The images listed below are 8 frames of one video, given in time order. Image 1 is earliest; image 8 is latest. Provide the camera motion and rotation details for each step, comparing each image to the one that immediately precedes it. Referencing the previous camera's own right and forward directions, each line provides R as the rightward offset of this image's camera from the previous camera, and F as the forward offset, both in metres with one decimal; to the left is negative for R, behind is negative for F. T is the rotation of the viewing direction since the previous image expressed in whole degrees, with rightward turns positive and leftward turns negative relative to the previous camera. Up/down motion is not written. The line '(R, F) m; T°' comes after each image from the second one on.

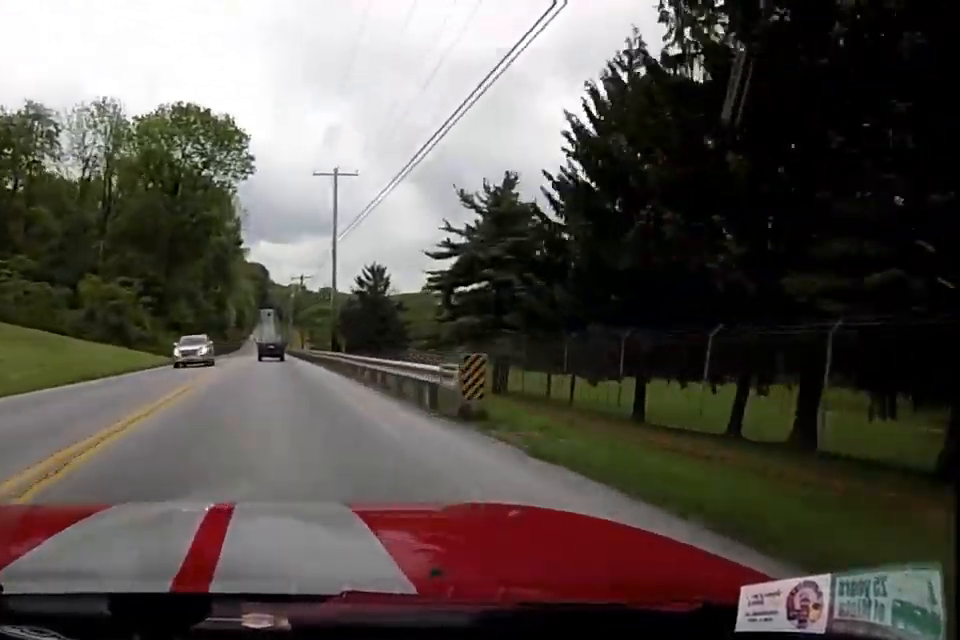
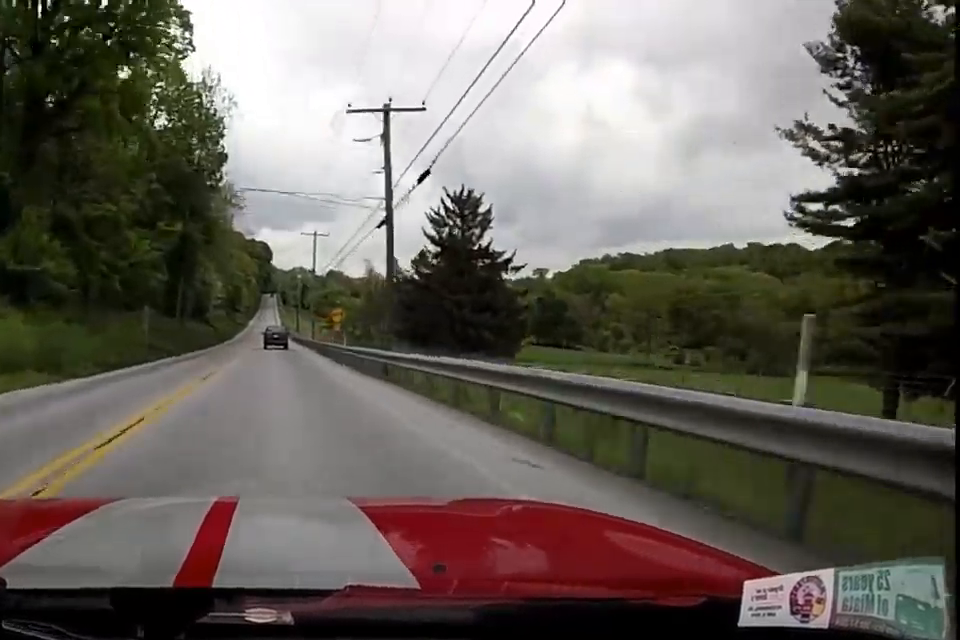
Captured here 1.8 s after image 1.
(+0.1, +46.7) m; +1°
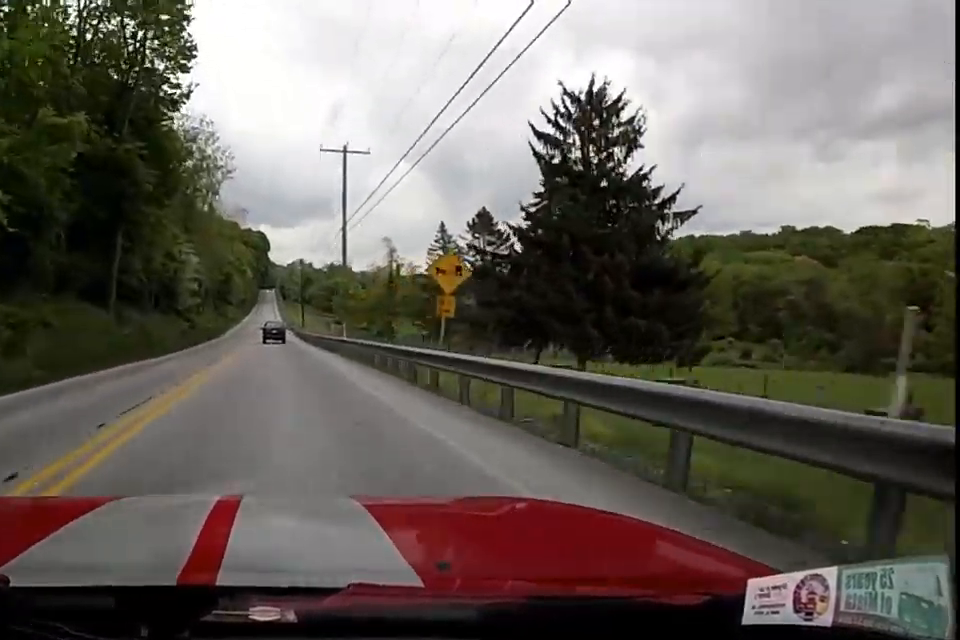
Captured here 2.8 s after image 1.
(+0.4, +25.3) m; -3°
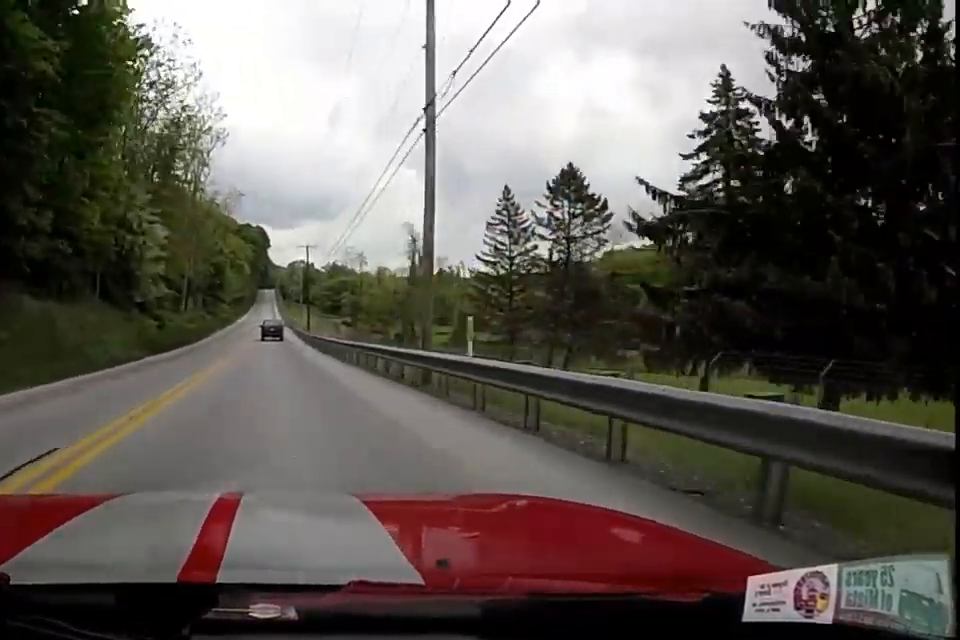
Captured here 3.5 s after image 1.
(-1.2, +17.3) m; -1°
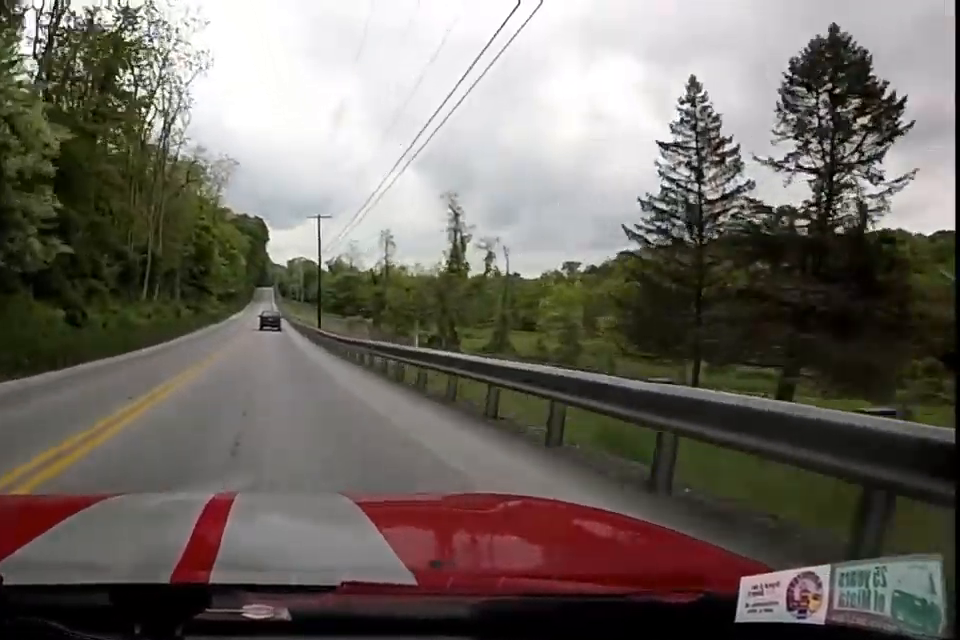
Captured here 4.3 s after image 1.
(0.0, +20.8) m; +1°
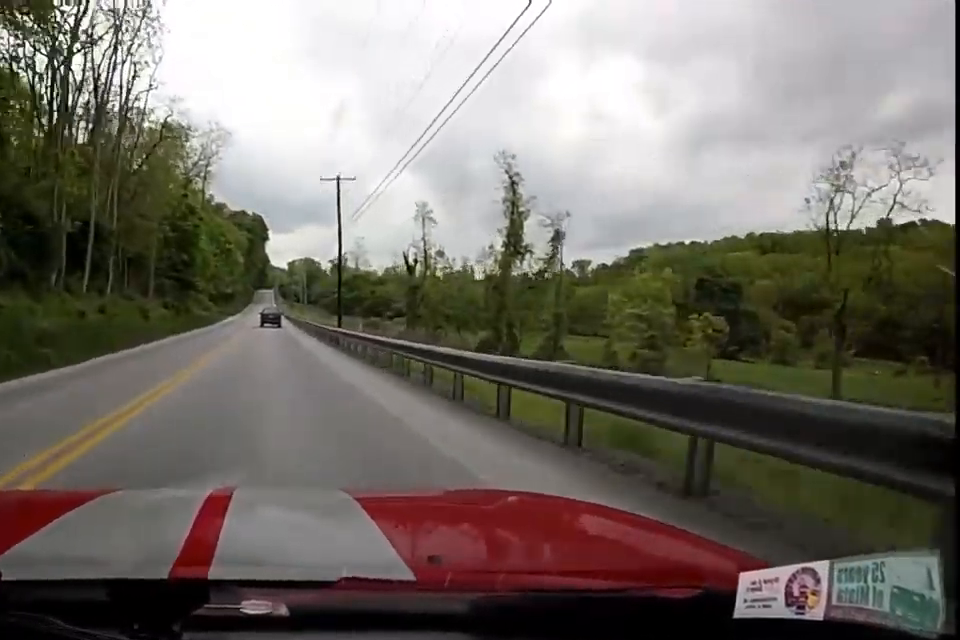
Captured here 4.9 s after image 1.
(+0.4, +16.3) m; +2°
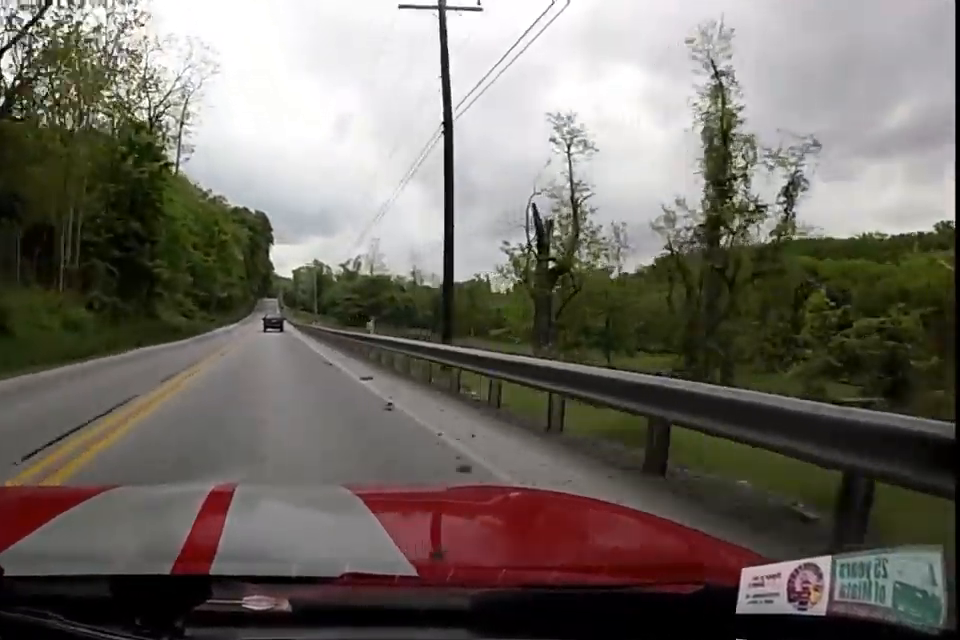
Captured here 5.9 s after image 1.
(+0.1, +24.7) m; 0°
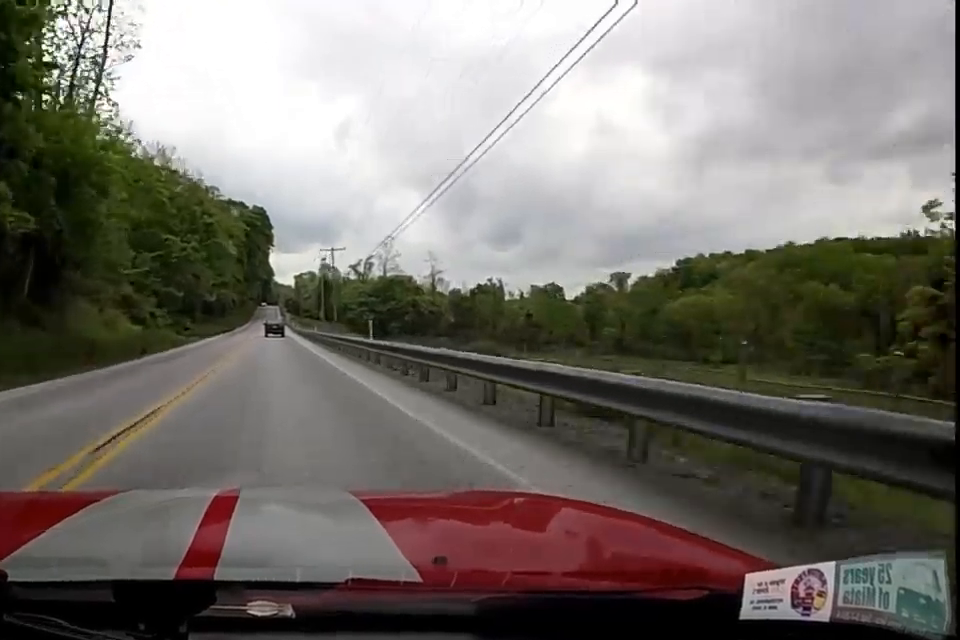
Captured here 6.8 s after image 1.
(0.0, +23.2) m; 0°
